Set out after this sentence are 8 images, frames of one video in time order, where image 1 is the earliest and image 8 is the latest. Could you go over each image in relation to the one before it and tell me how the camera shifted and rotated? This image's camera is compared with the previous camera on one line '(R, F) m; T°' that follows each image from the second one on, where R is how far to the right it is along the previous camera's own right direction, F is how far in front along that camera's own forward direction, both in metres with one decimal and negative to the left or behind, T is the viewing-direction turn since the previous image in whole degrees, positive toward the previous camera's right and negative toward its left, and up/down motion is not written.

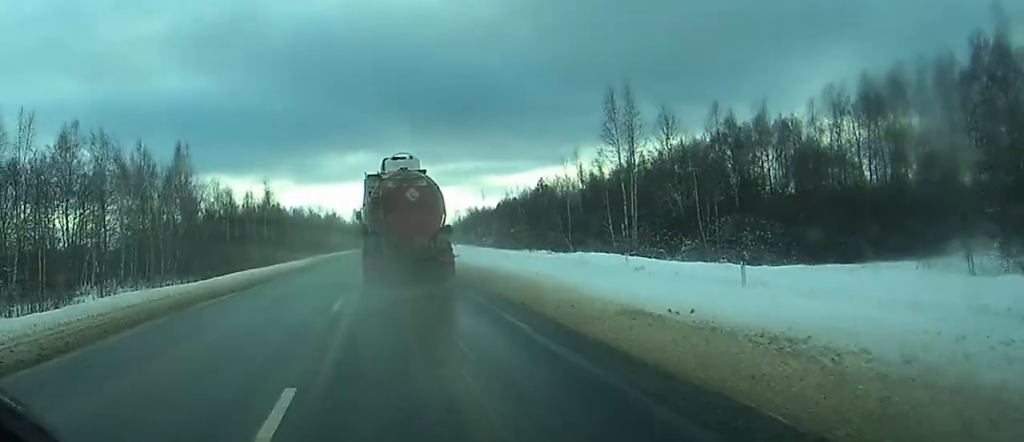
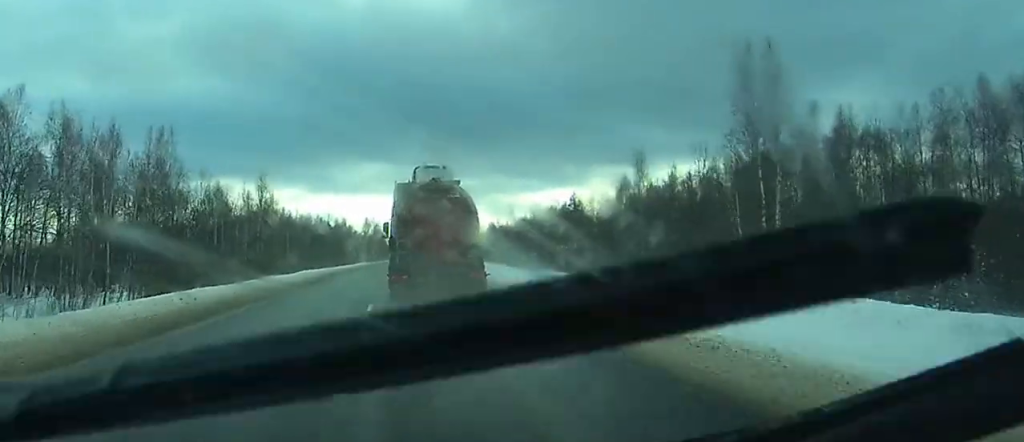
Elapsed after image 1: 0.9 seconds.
(-0.1, +22.4) m; 0°
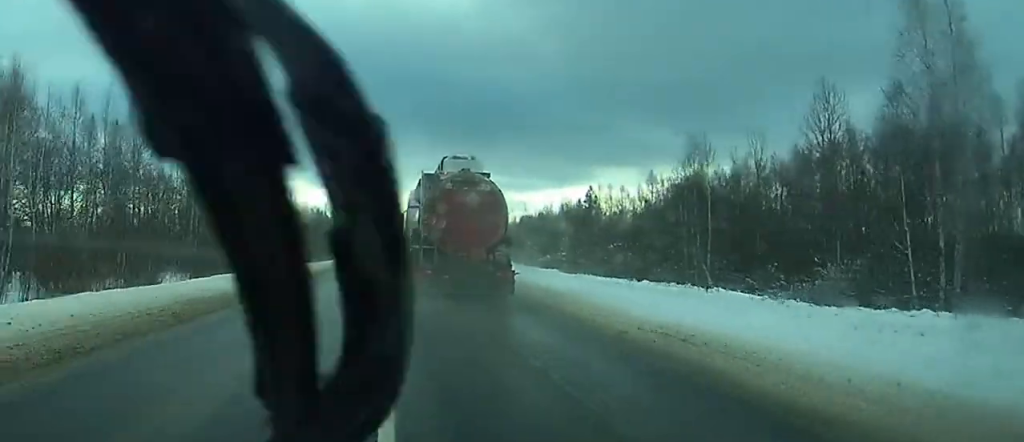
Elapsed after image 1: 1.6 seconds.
(0.0, +15.3) m; 0°
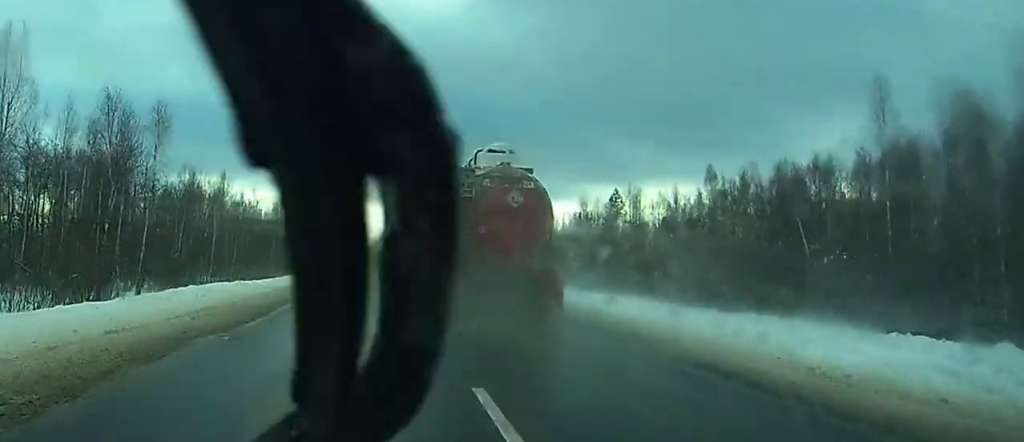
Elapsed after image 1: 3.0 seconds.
(+0.4, +34.4) m; +1°
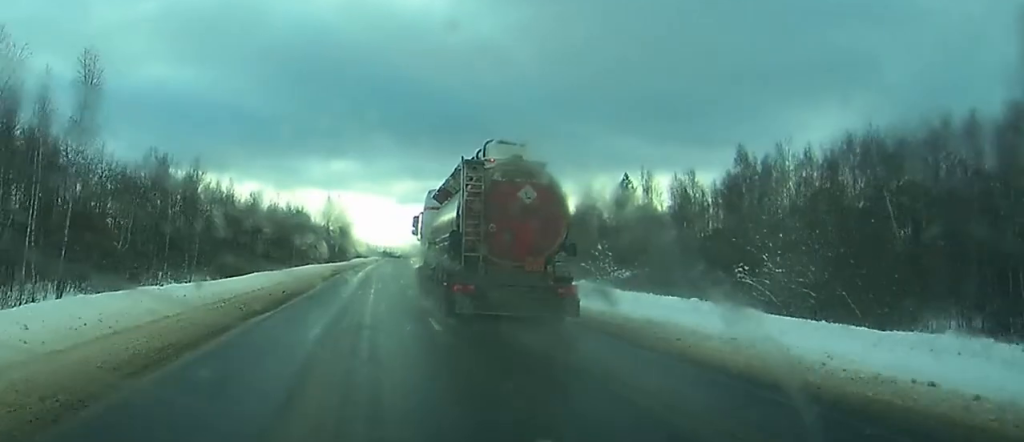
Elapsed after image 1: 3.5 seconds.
(0.0, +14.2) m; +1°
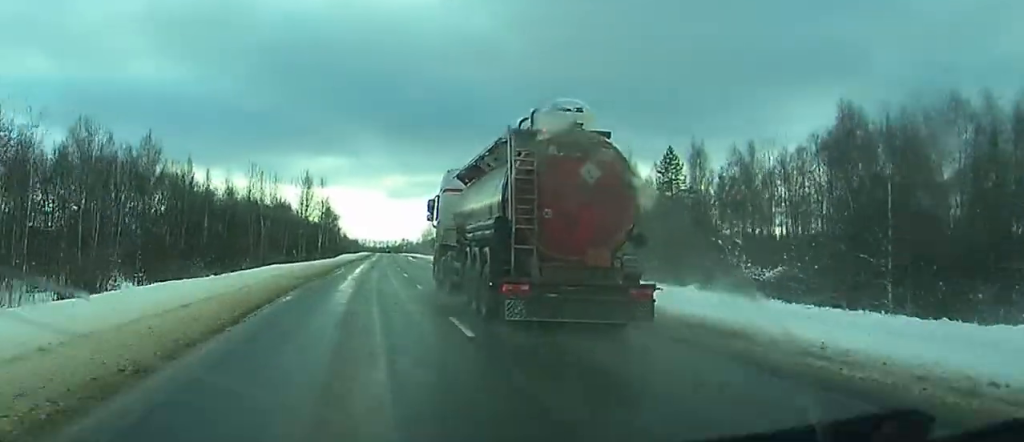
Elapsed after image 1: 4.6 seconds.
(+0.4, +27.0) m; +1°
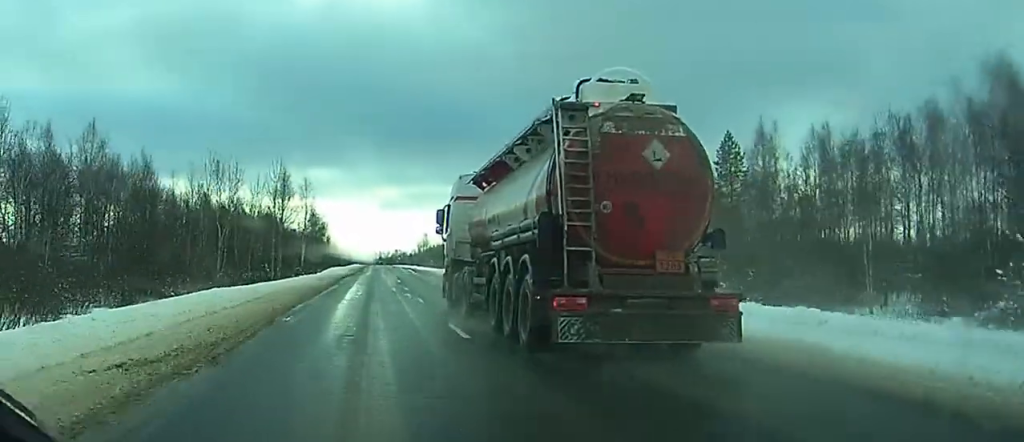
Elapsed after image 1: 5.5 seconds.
(+0.1, +23.2) m; 0°
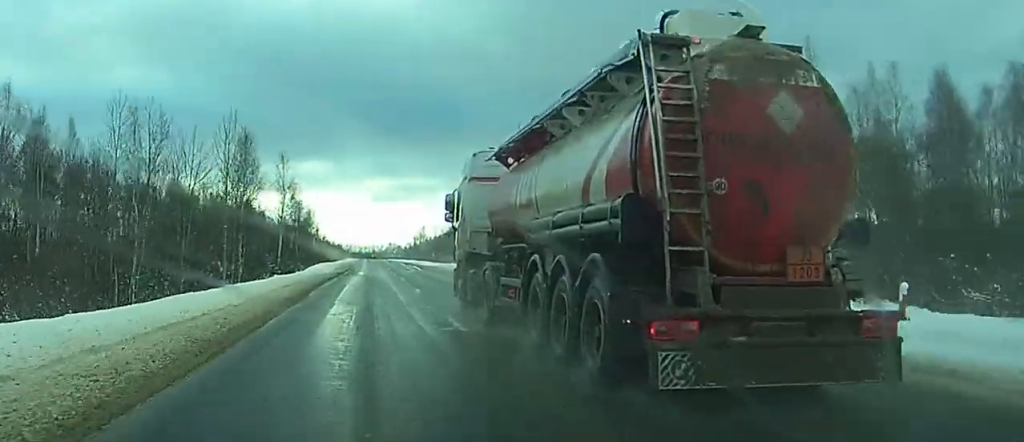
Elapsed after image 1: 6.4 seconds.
(0.0, +23.5) m; 0°
